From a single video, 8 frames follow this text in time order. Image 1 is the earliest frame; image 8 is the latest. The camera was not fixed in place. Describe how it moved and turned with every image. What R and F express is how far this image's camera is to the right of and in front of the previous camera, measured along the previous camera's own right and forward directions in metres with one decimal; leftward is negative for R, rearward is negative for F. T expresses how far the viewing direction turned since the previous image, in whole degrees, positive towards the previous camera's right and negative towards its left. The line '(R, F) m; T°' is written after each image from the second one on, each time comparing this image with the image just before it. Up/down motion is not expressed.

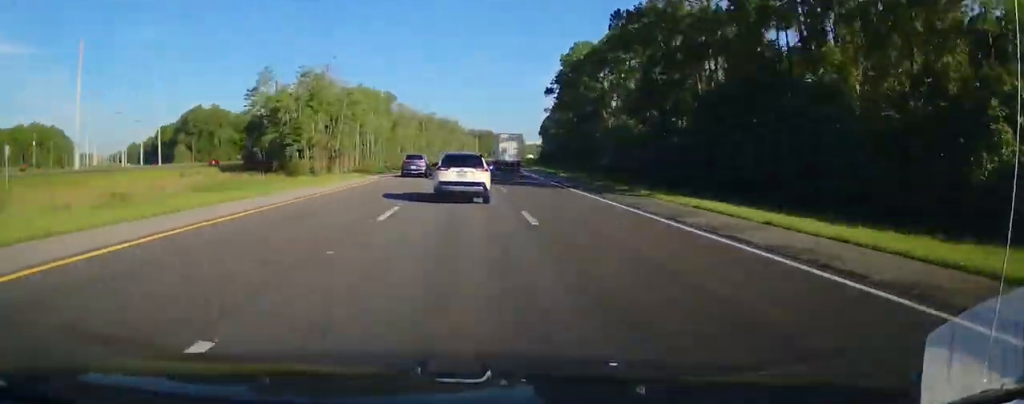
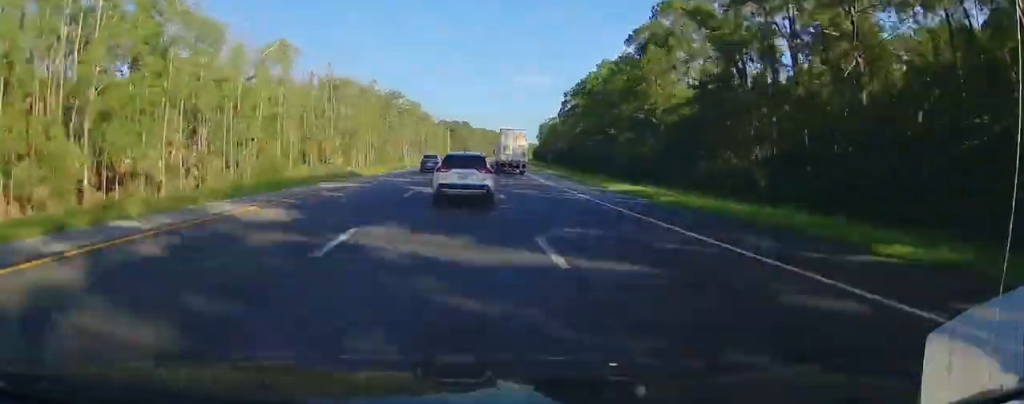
(+2.7, +102.3) m; +4°
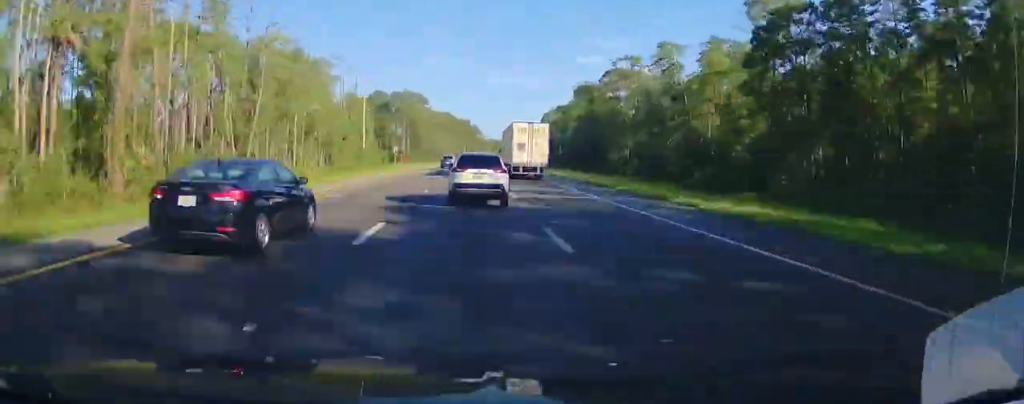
(+9.8, +161.9) m; +20°
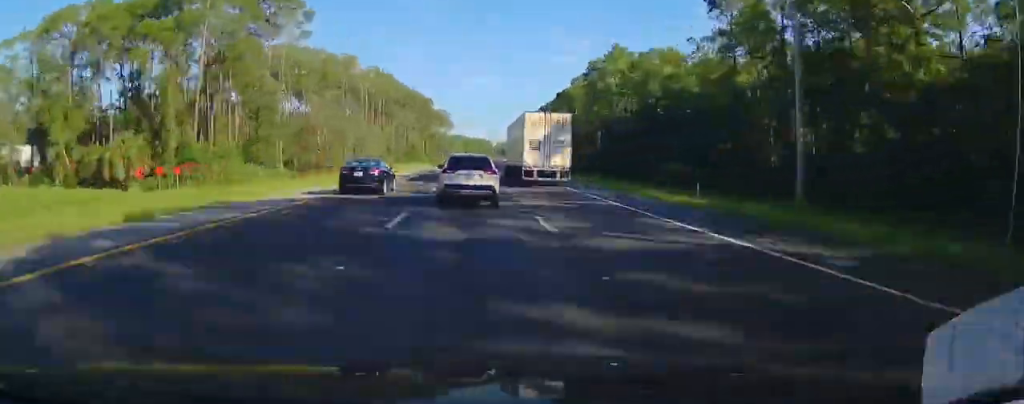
(+38.1, +220.5) m; +1°
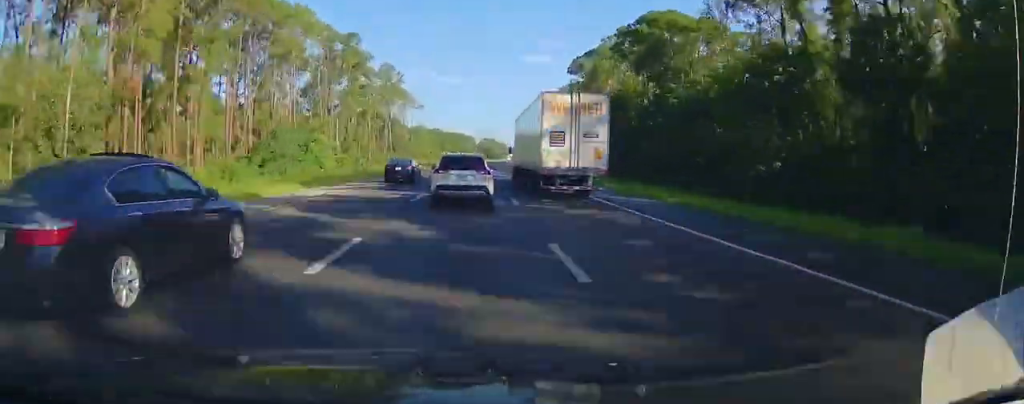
(-19.8, +83.3) m; -32°
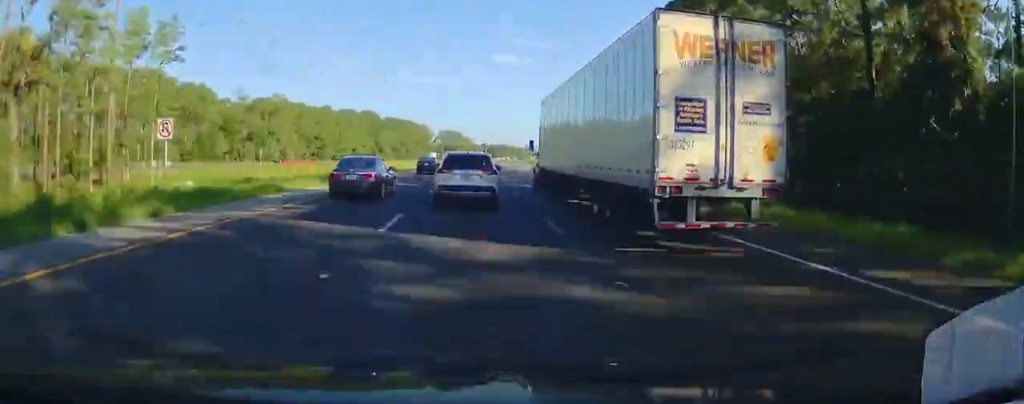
(-43.0, +89.9) m; -7°
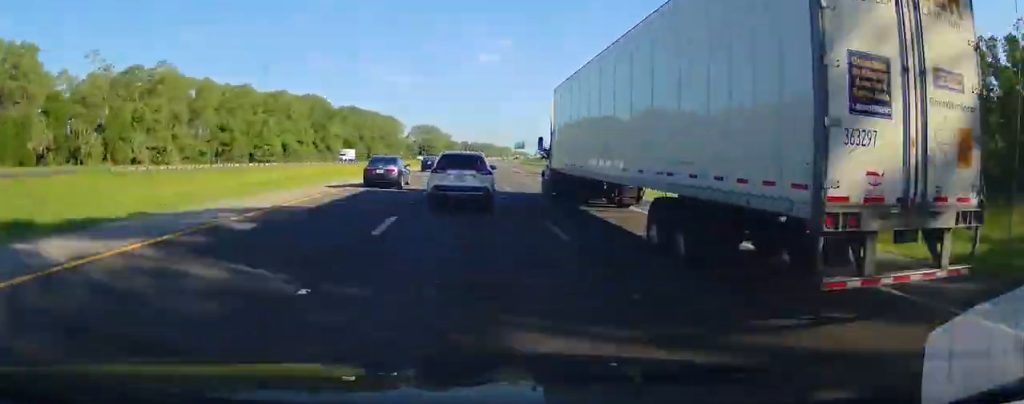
(-6.5, +45.8) m; +11°
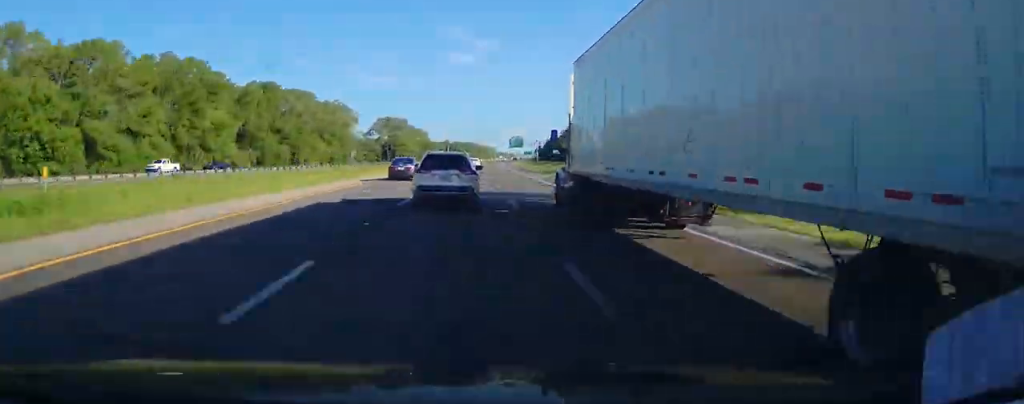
(+33.8, +75.2) m; +16°
